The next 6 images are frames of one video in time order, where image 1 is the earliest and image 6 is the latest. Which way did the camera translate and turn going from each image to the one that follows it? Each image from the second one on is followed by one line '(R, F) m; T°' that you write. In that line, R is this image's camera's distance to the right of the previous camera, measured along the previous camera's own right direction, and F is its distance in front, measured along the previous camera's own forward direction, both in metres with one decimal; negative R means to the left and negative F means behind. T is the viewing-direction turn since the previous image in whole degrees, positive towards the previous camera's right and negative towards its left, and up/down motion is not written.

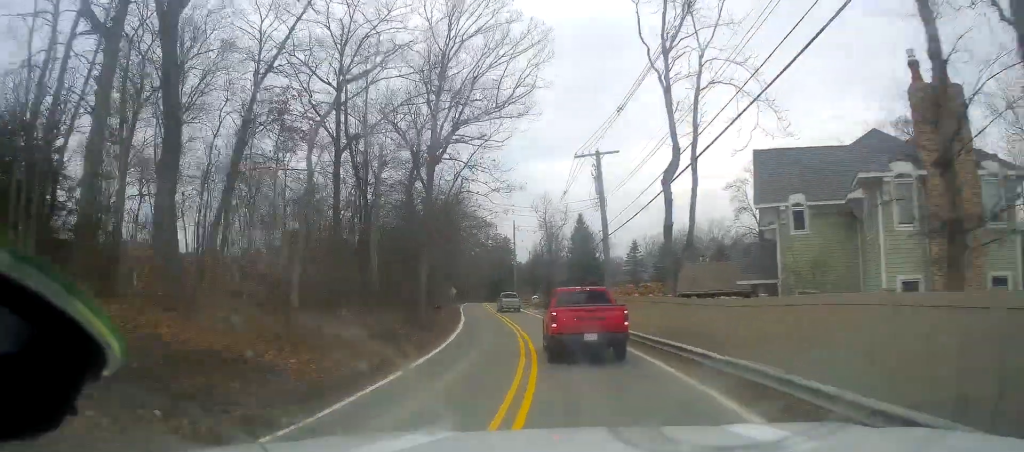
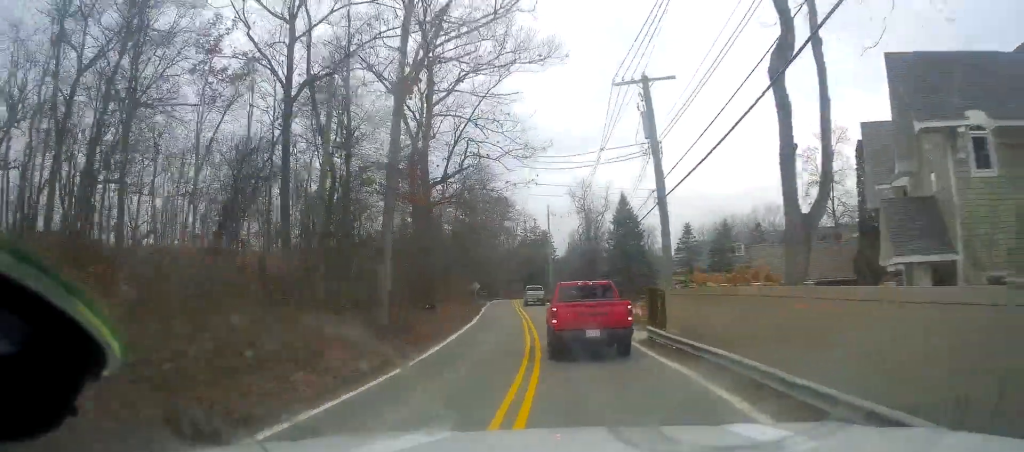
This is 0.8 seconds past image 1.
(-0.5, +10.2) m; -4°
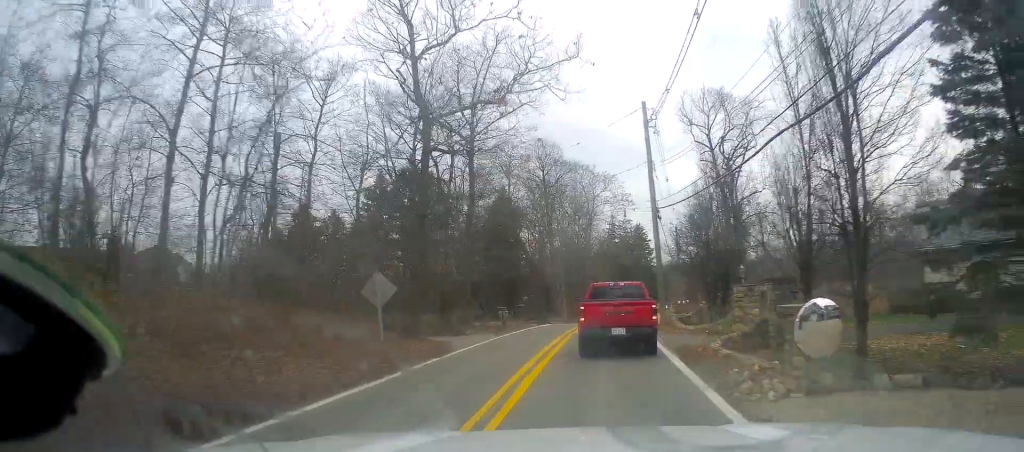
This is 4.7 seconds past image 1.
(-5.2, +45.4) m; -10°
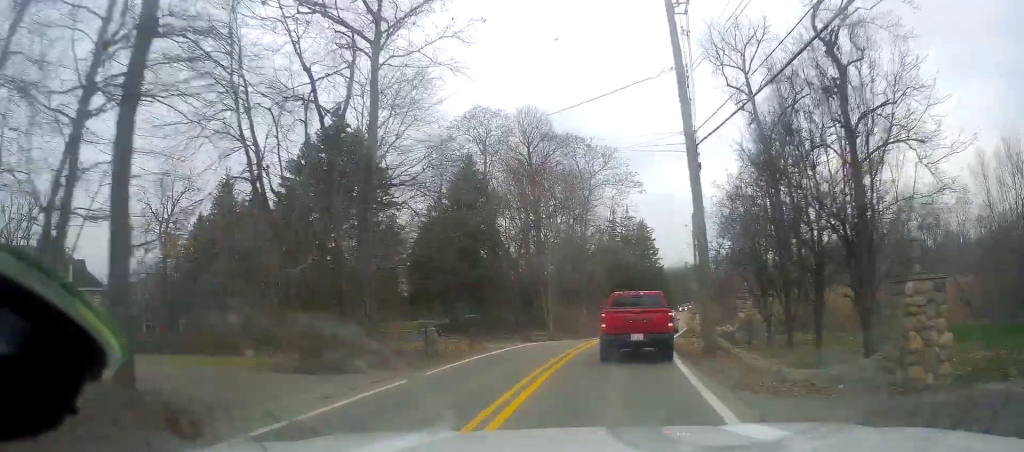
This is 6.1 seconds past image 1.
(-0.4, +14.6) m; -2°
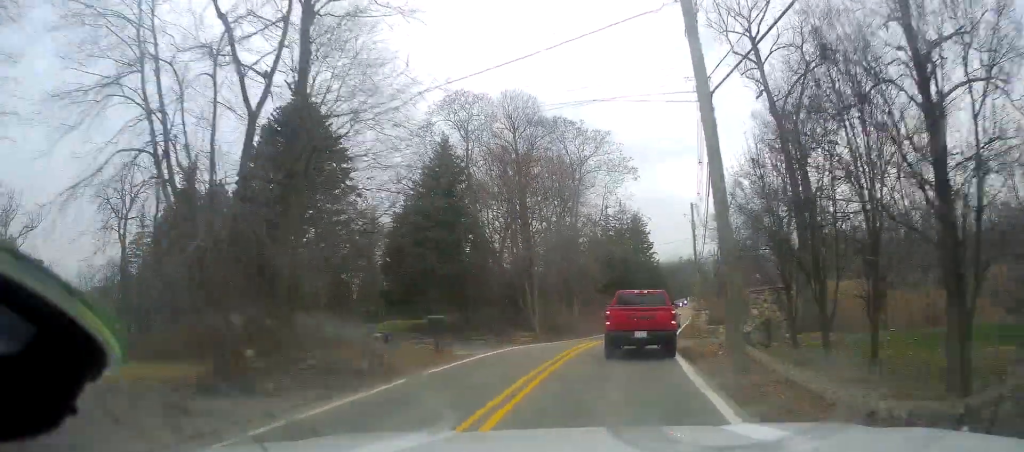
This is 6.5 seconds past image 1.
(-0.3, +4.4) m; 0°
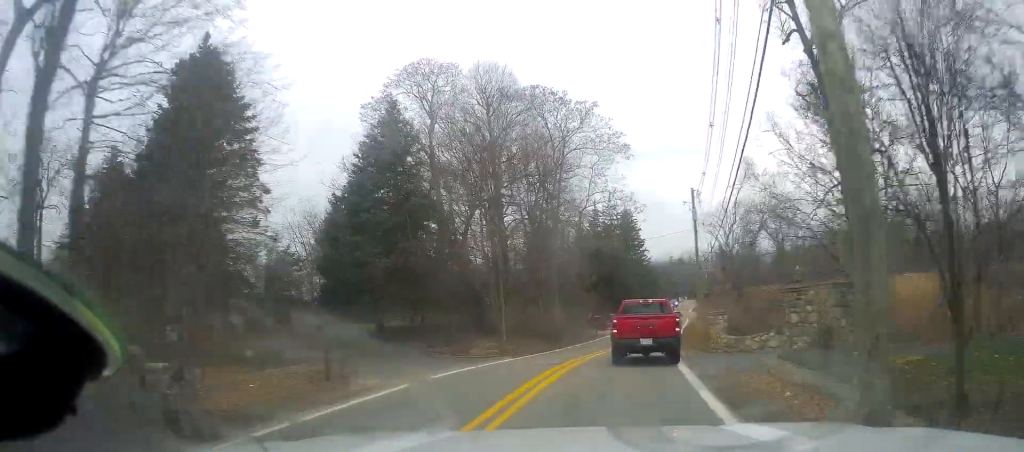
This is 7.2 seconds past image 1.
(+0.5, +8.0) m; +2°
